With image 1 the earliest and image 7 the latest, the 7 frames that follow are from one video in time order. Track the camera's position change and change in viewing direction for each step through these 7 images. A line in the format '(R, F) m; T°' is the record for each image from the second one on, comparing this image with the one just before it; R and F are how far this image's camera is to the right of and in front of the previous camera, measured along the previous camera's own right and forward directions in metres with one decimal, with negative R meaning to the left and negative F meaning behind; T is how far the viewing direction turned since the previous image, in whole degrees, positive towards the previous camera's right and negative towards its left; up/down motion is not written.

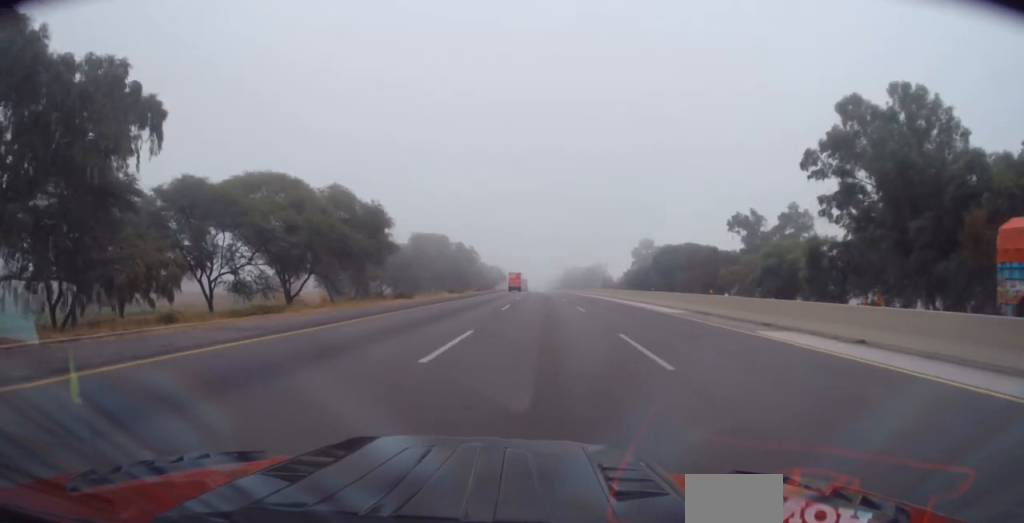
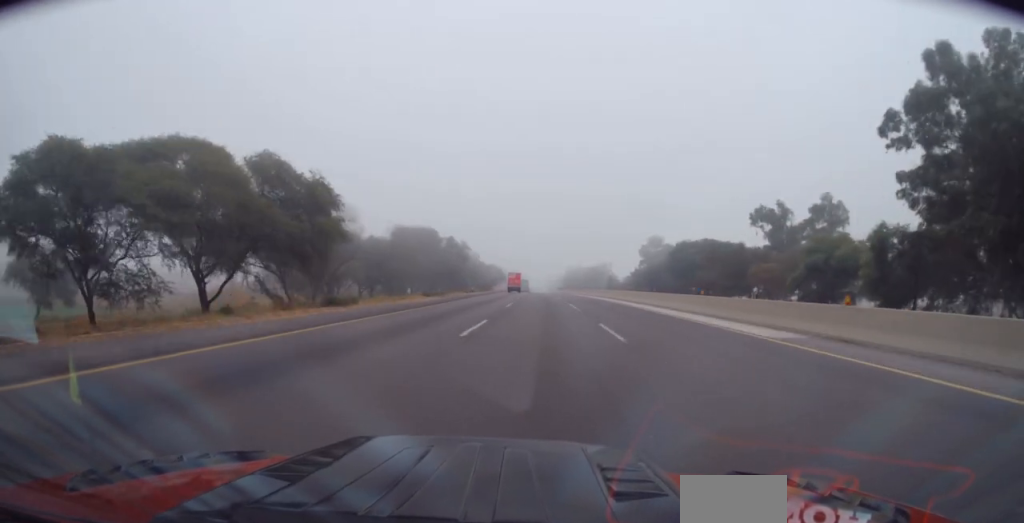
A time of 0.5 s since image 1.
(0.0, +13.1) m; -1°
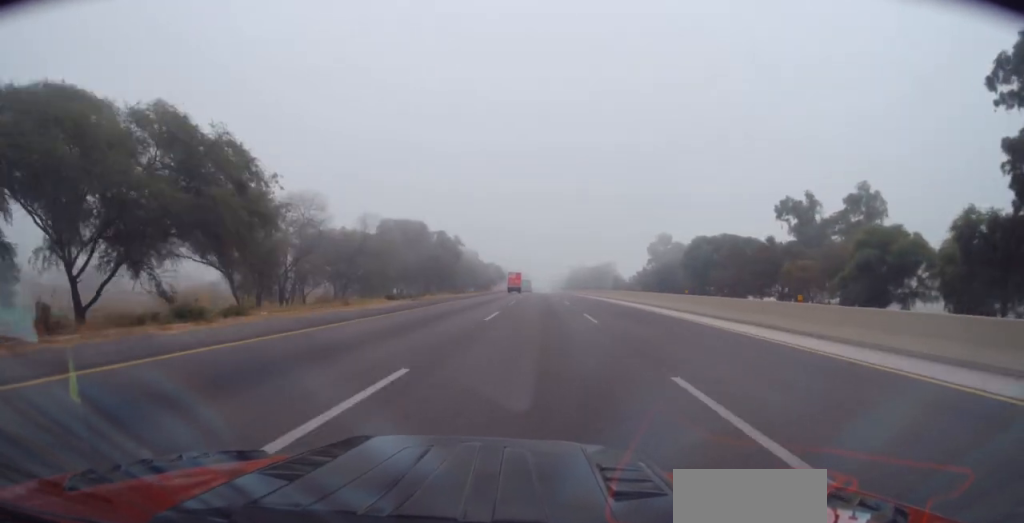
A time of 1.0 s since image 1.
(+0.2, +11.5) m; -1°
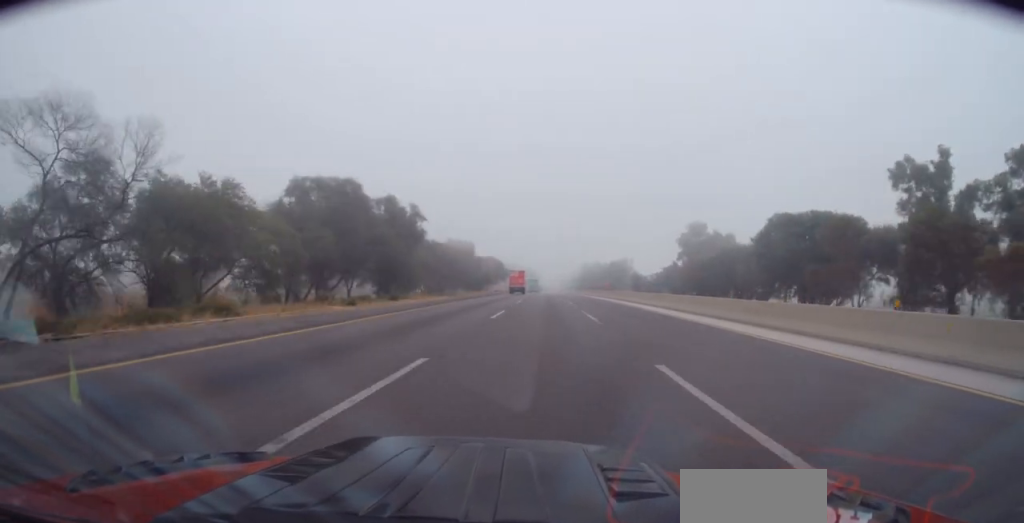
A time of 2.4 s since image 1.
(-0.6, +34.6) m; 0°
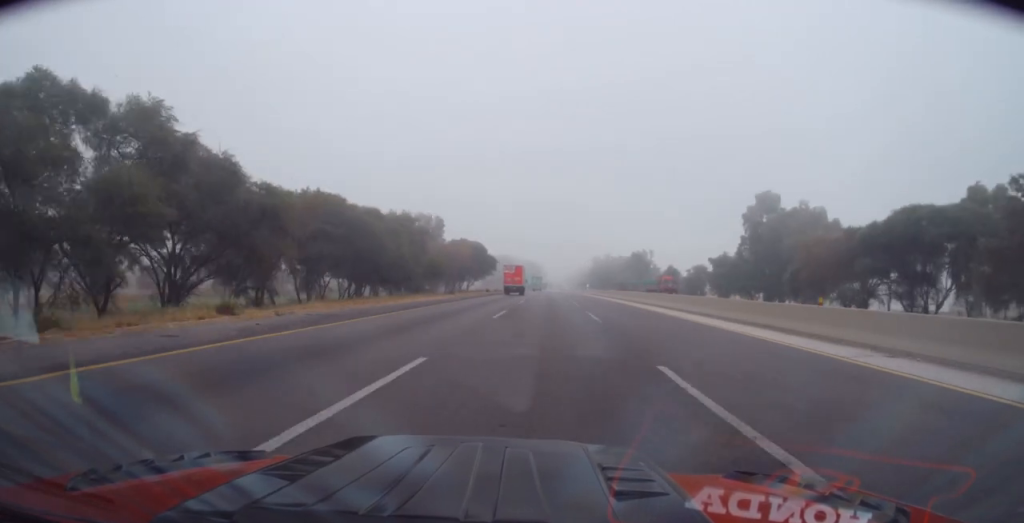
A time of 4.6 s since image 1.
(-0.4, +54.1) m; -1°
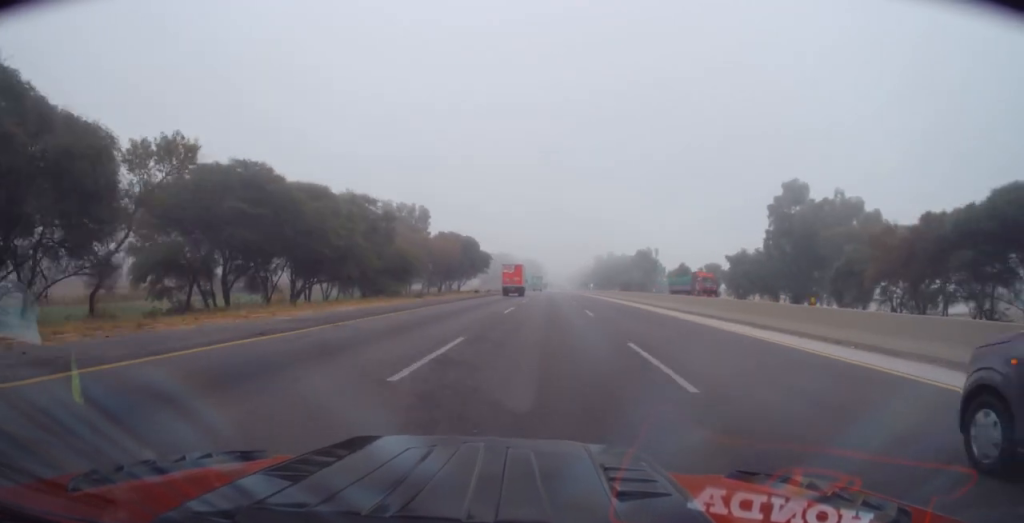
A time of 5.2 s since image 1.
(-0.4, +13.9) m; +1°
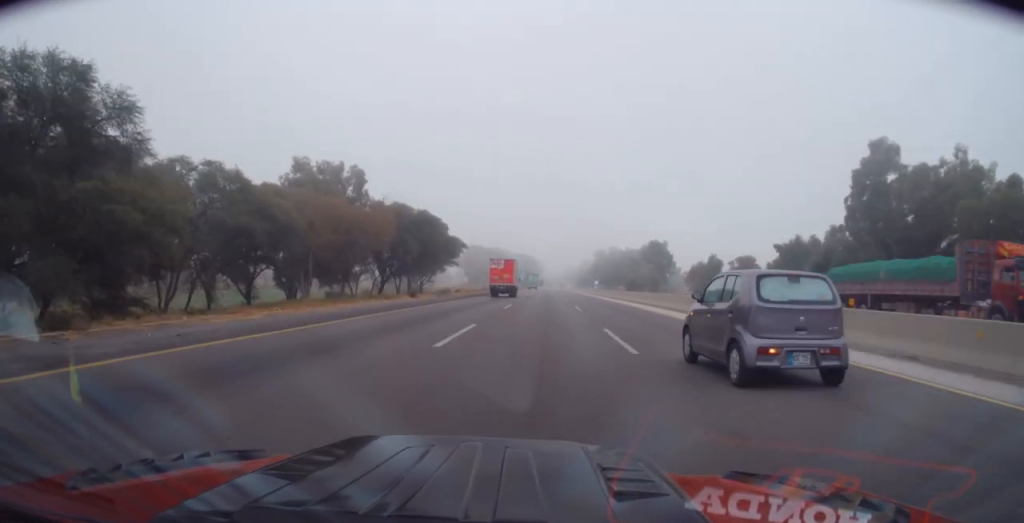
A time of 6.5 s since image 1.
(+1.0, +32.1) m; +1°
